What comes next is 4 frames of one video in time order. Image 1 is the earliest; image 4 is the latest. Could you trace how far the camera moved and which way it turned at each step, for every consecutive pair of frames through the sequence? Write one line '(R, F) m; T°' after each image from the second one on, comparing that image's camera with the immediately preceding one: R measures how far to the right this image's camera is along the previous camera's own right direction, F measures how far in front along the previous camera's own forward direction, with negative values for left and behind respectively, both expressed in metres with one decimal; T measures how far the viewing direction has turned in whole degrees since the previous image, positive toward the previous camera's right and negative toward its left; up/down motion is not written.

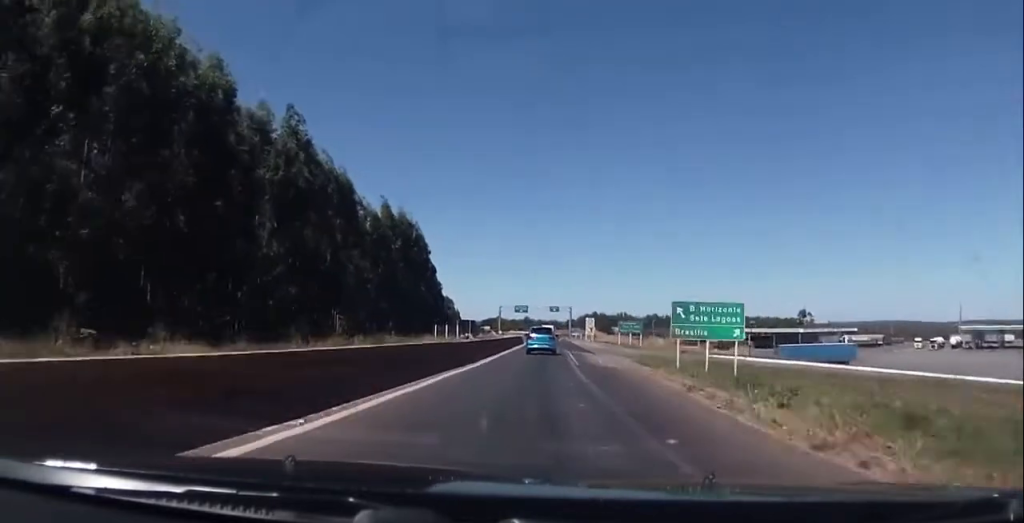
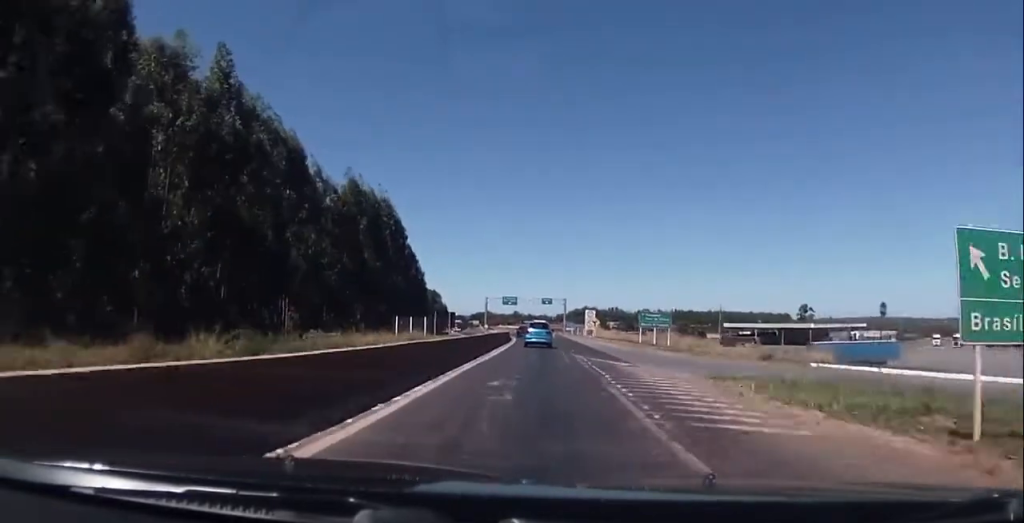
(+0.1, +17.6) m; +1°
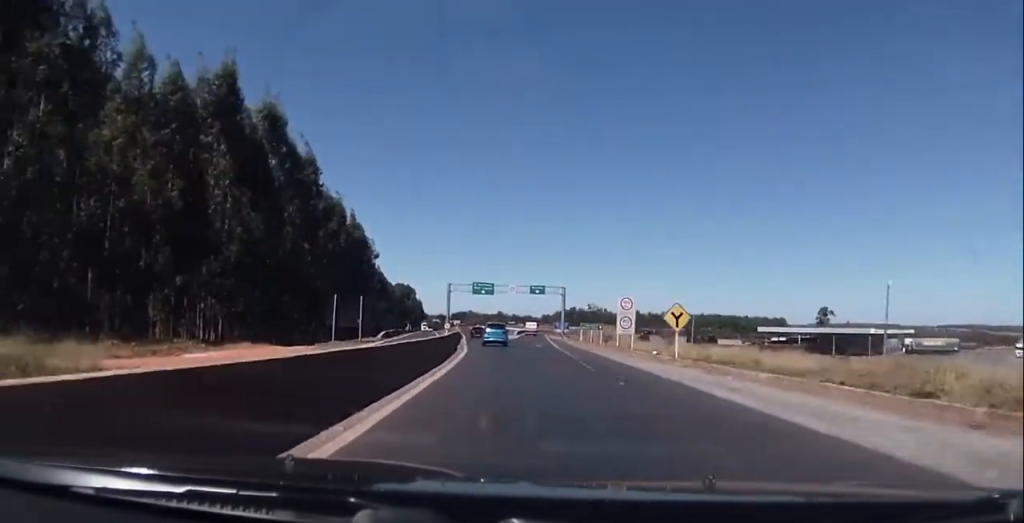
(+1.1, +52.3) m; +2°
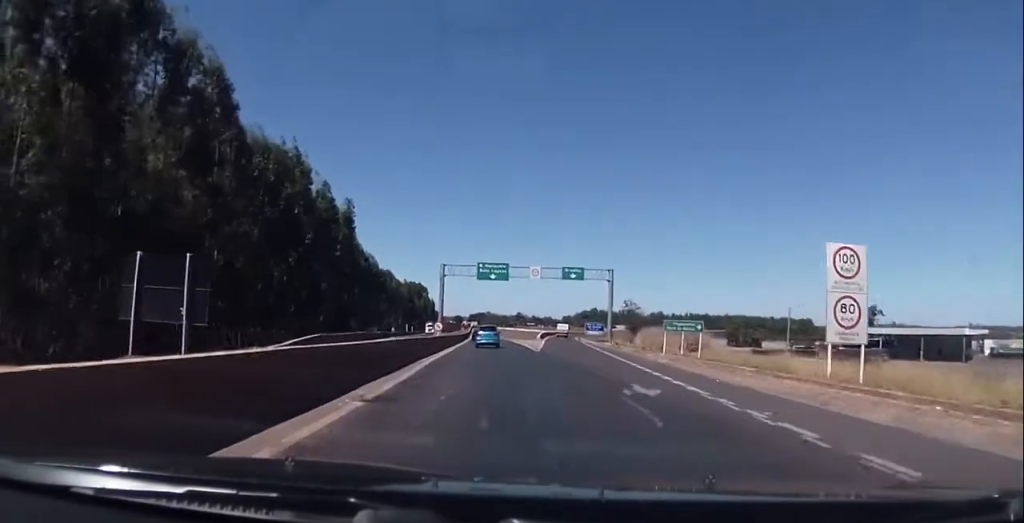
(+0.2, +36.2) m; 0°
